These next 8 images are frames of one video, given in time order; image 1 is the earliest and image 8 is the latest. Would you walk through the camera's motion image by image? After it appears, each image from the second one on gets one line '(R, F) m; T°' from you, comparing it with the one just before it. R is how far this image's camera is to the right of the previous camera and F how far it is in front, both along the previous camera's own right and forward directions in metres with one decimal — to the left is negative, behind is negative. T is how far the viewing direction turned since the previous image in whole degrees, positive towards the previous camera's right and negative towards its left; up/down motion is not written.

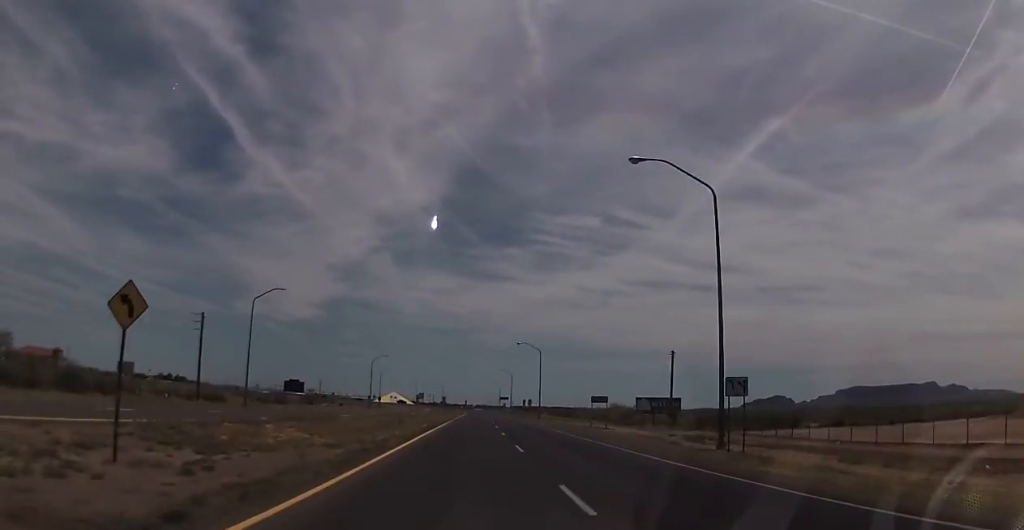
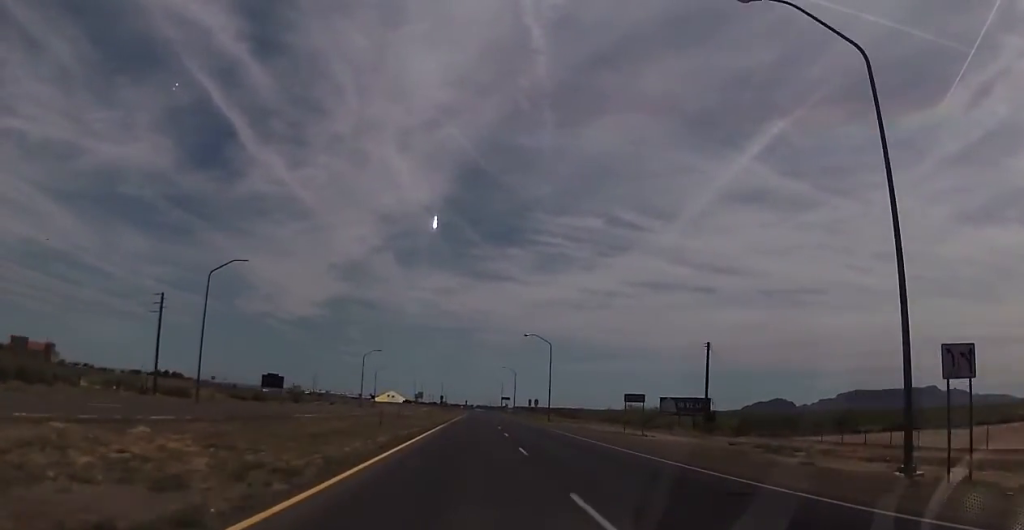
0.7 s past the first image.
(0.0, +13.5) m; 0°
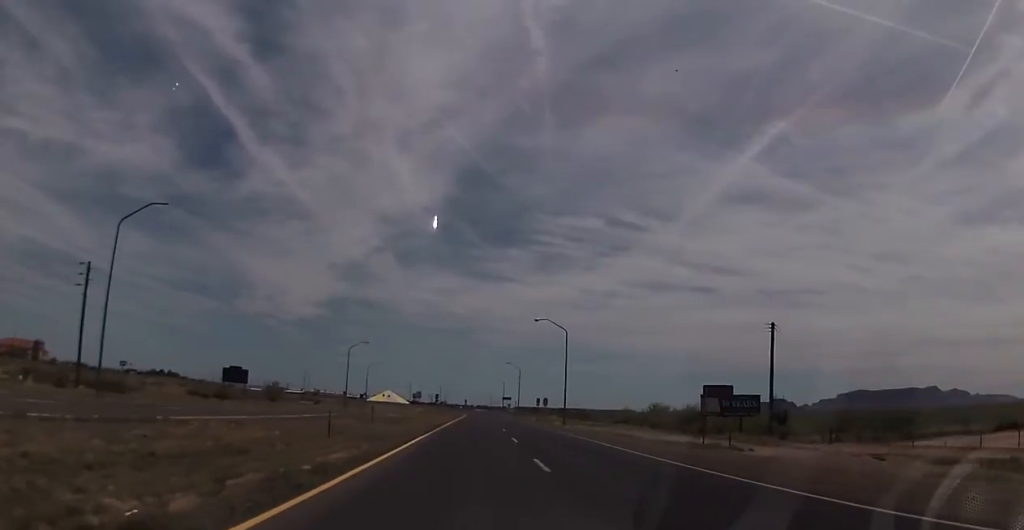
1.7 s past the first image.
(0.0, +17.1) m; 0°
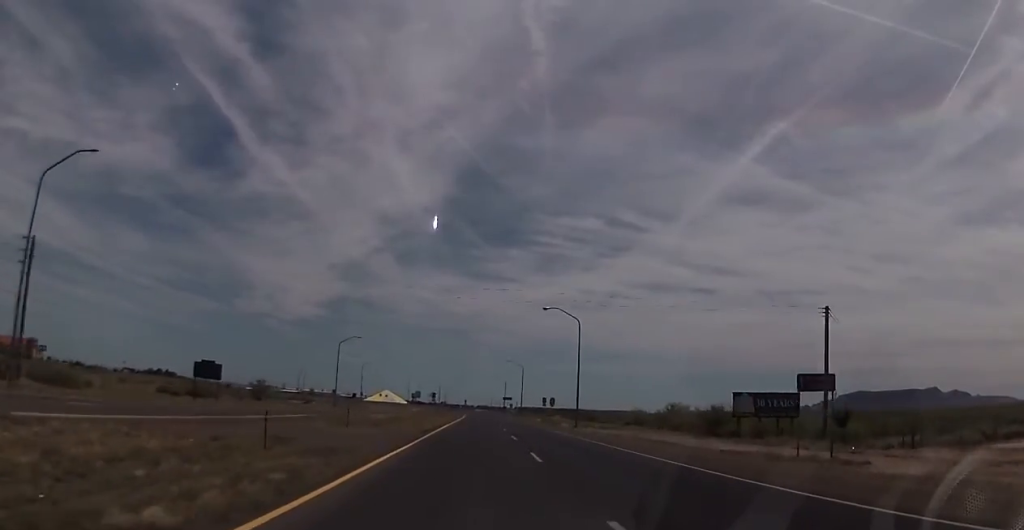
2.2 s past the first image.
(0.0, +9.8) m; 0°
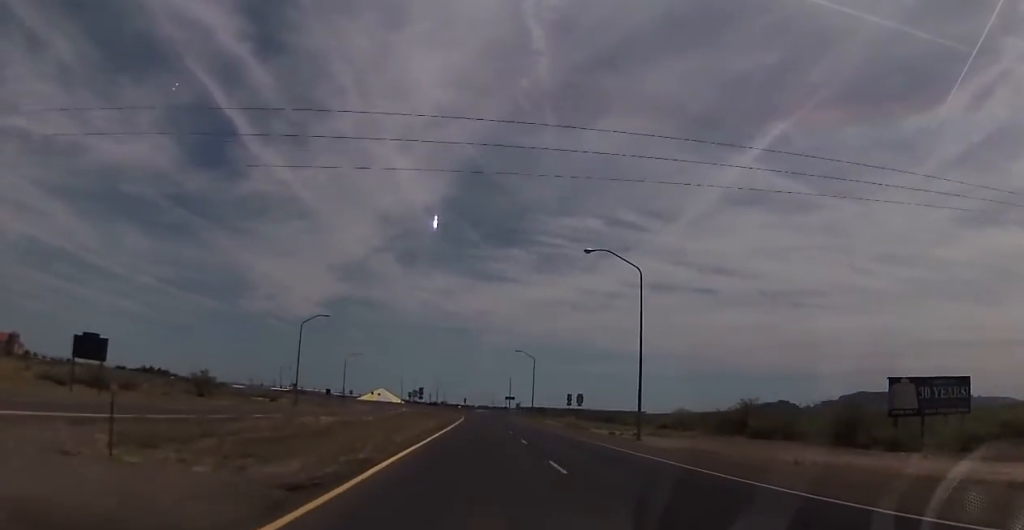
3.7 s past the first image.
(0.0, +27.0) m; 0°
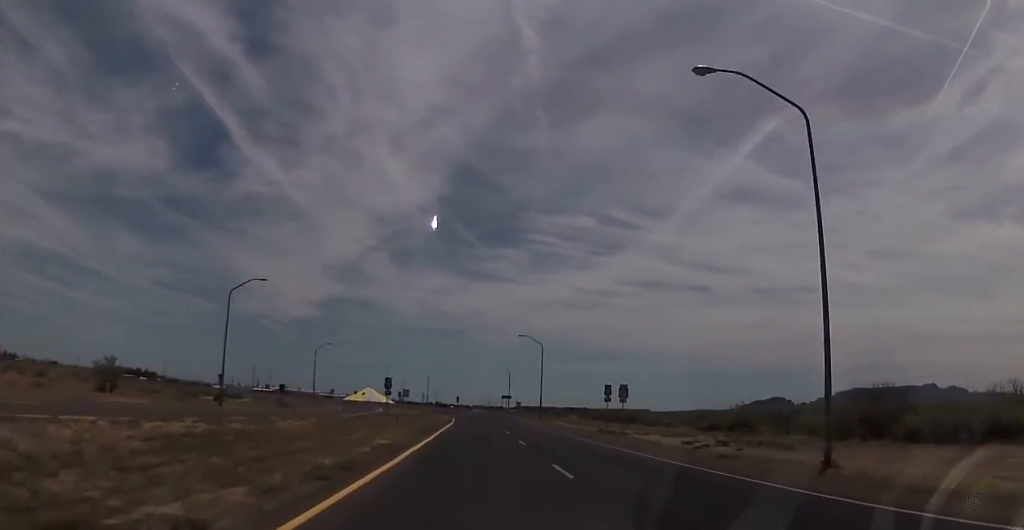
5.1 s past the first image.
(0.0, +25.7) m; 0°
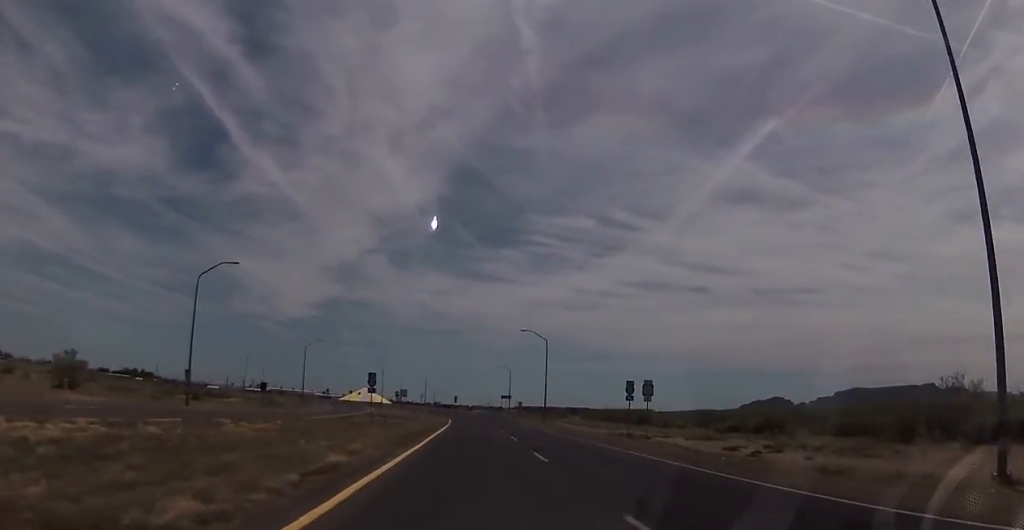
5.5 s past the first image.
(0.0, +8.0) m; 0°
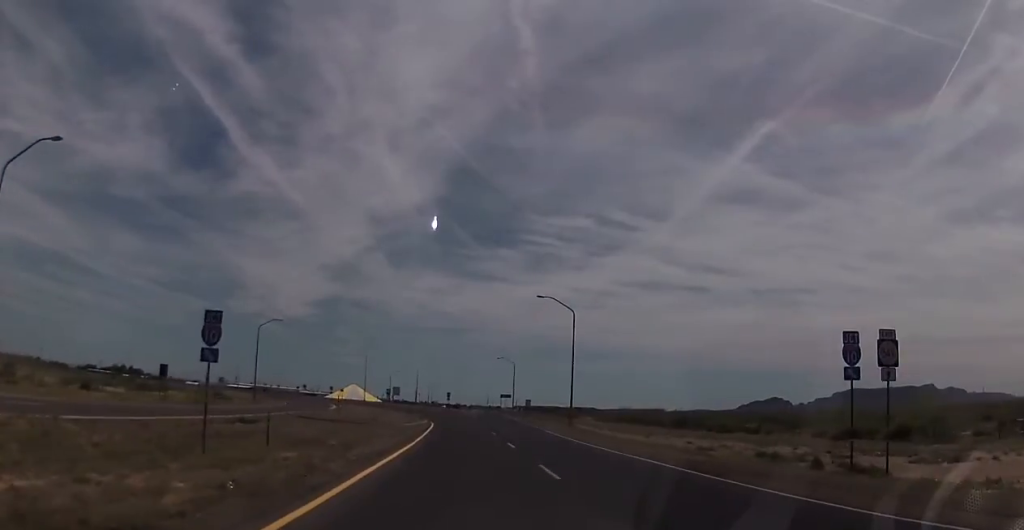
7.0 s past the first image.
(0.0, +28.1) m; 0°
